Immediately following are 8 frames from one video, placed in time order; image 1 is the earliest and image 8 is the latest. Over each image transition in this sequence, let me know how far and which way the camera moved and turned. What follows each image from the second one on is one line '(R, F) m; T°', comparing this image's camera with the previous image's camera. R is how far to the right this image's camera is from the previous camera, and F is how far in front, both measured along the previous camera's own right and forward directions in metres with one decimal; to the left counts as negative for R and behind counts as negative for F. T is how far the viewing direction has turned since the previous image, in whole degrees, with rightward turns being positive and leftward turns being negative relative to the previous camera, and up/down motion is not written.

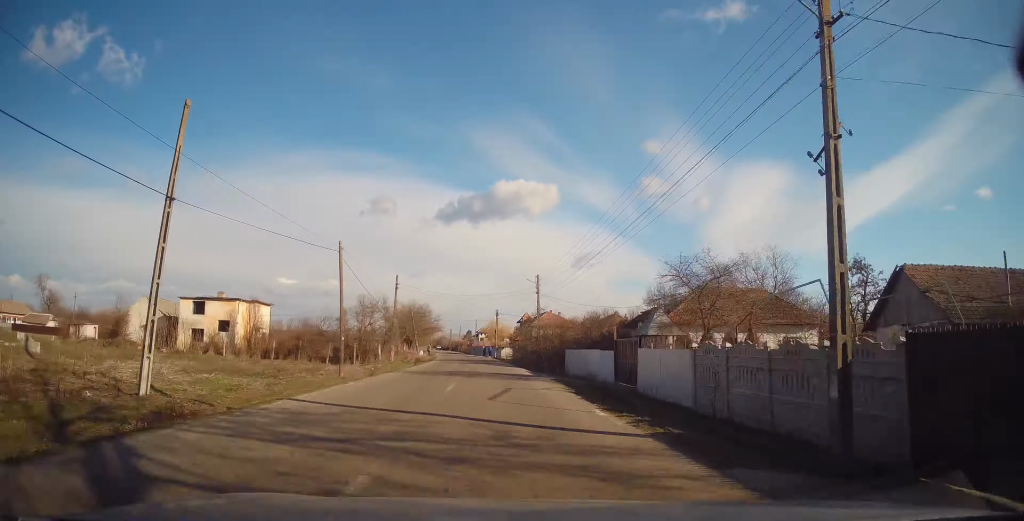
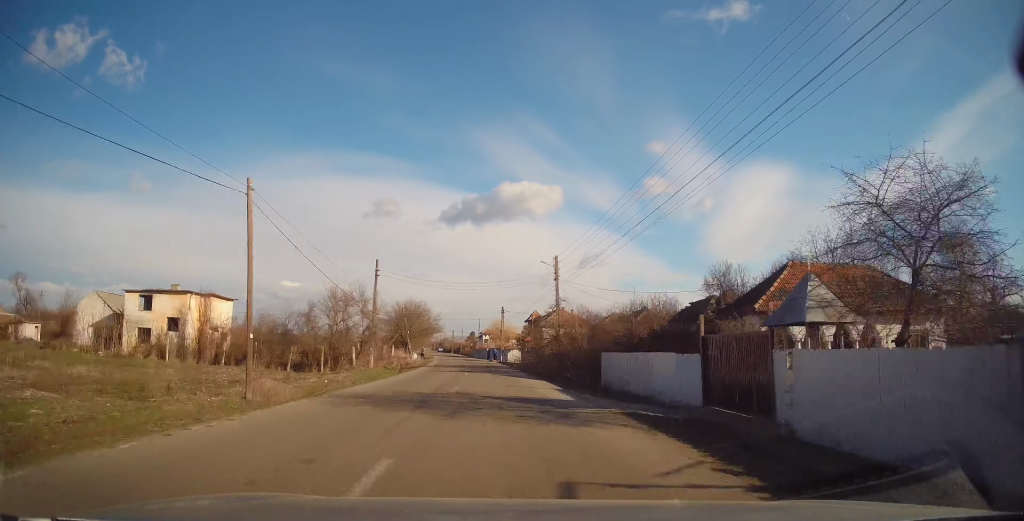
(+0.4, +10.8) m; 0°
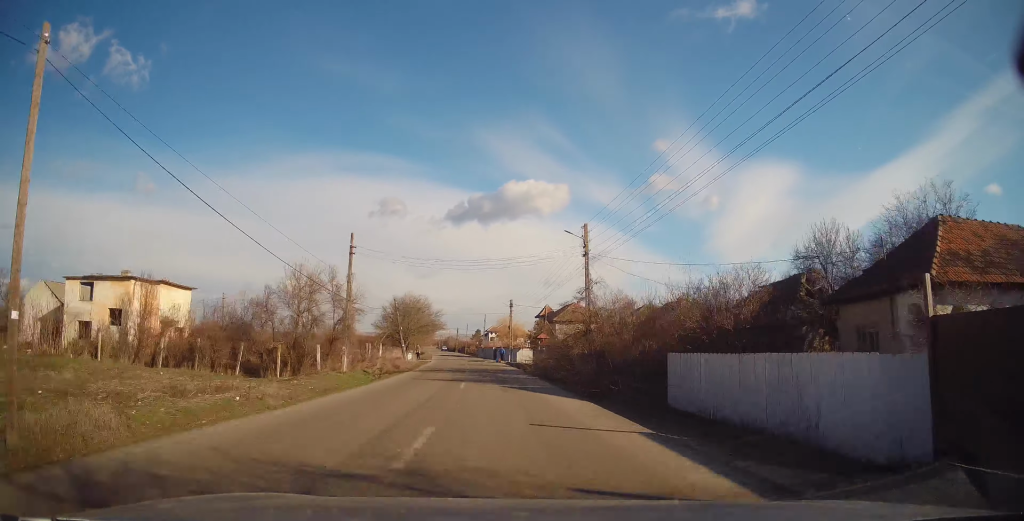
(+0.1, +9.8) m; -1°
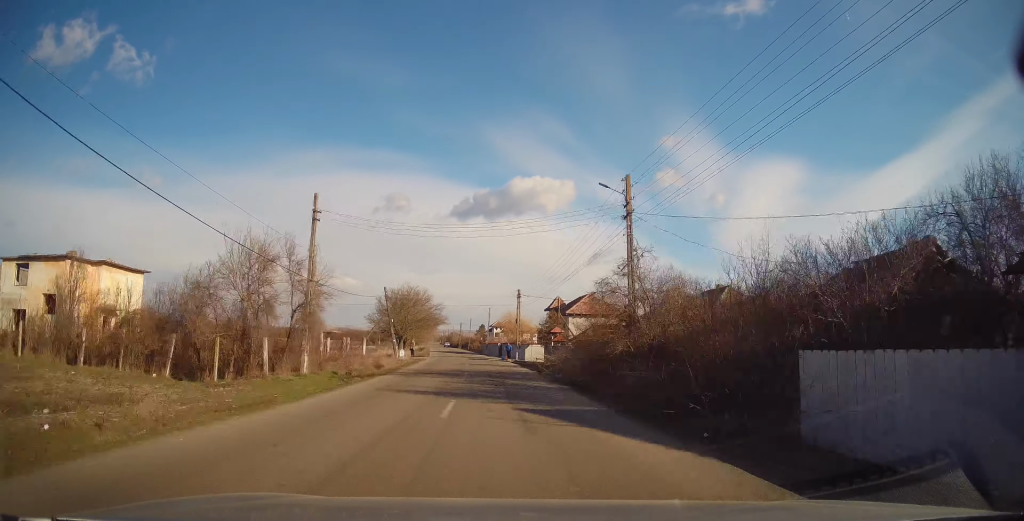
(-0.1, +7.7) m; -2°
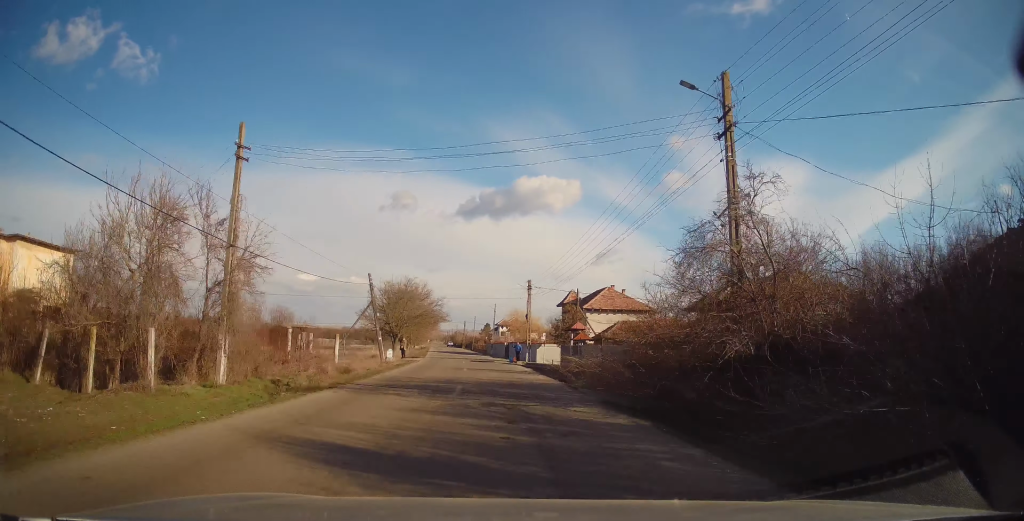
(-0.1, +8.6) m; -1°
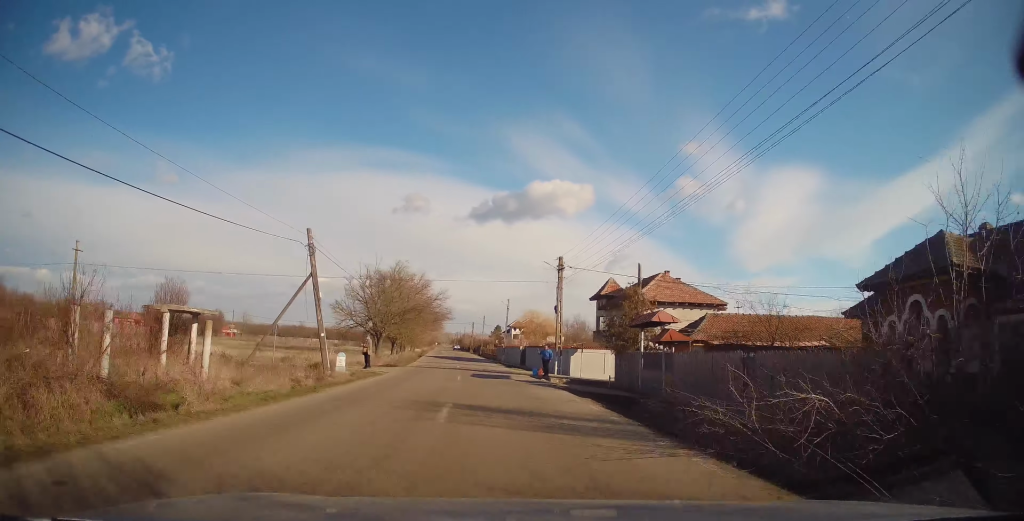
(-0.4, +15.6) m; 0°
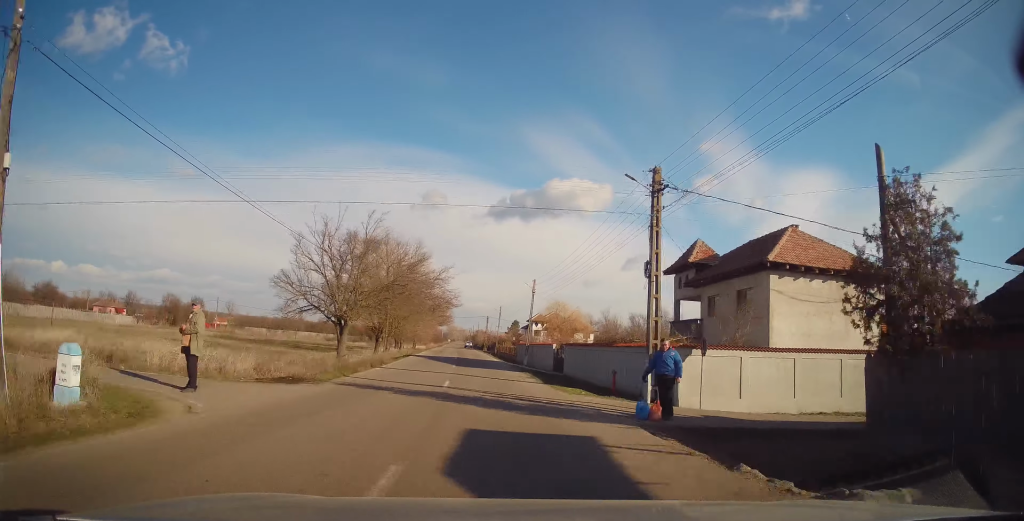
(+0.4, +18.7) m; -1°
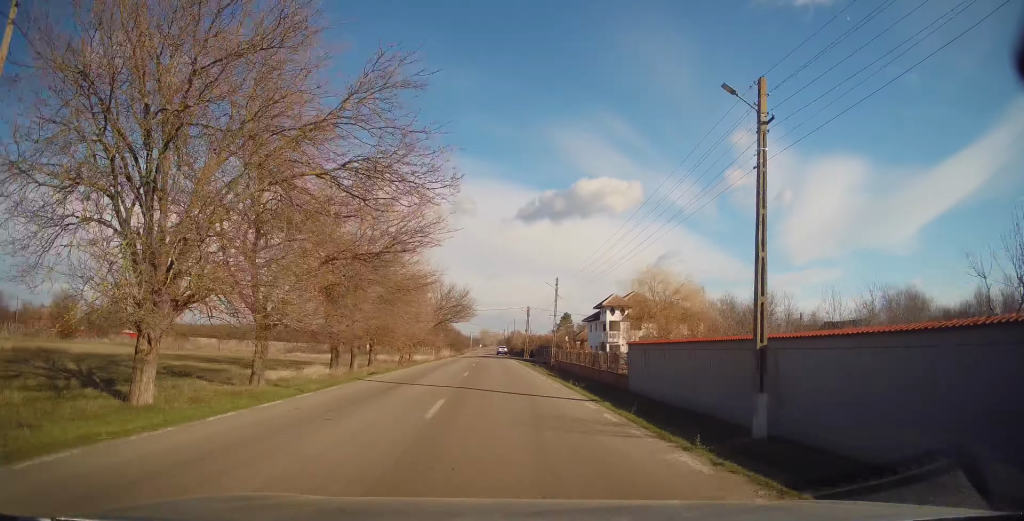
(-2.4, +40.6) m; -4°
